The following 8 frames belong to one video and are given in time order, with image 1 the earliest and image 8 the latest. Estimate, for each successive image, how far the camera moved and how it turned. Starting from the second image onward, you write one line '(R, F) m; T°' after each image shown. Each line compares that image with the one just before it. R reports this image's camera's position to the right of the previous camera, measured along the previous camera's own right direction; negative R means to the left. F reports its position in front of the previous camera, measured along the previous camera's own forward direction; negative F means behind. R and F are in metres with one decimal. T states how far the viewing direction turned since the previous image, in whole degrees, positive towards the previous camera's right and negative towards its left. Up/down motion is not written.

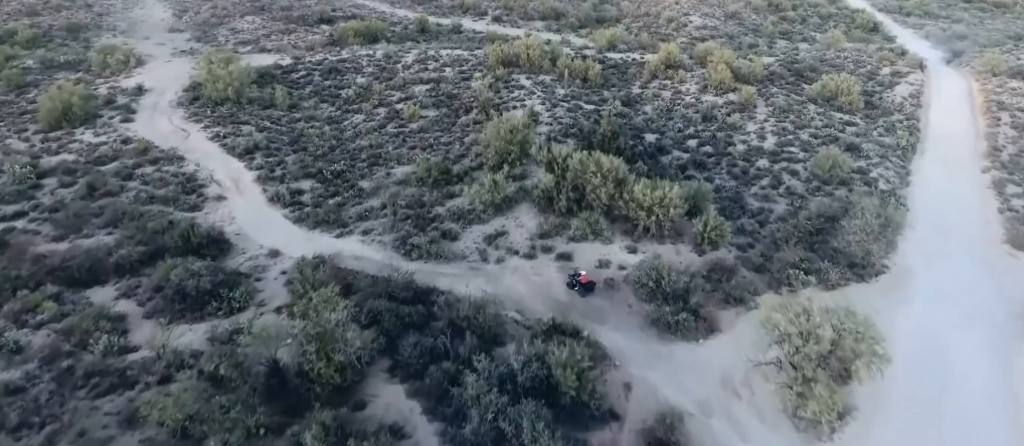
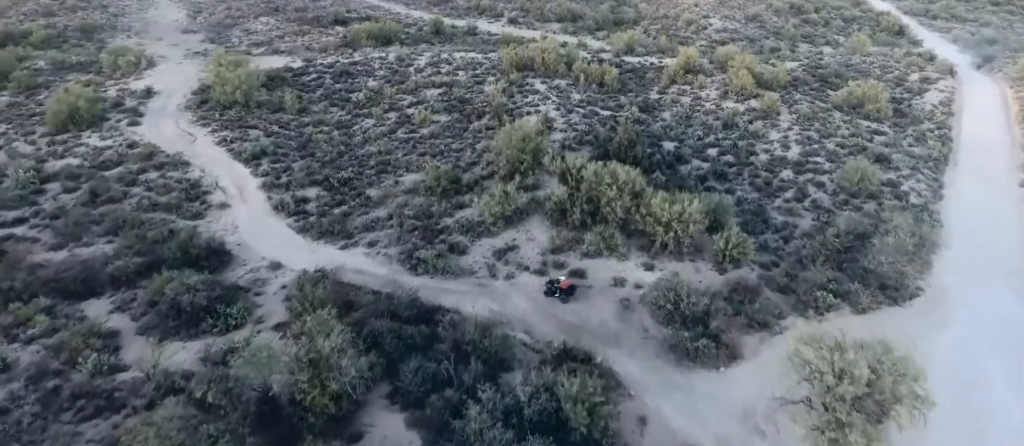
(-0.1, +2.2) m; -7°
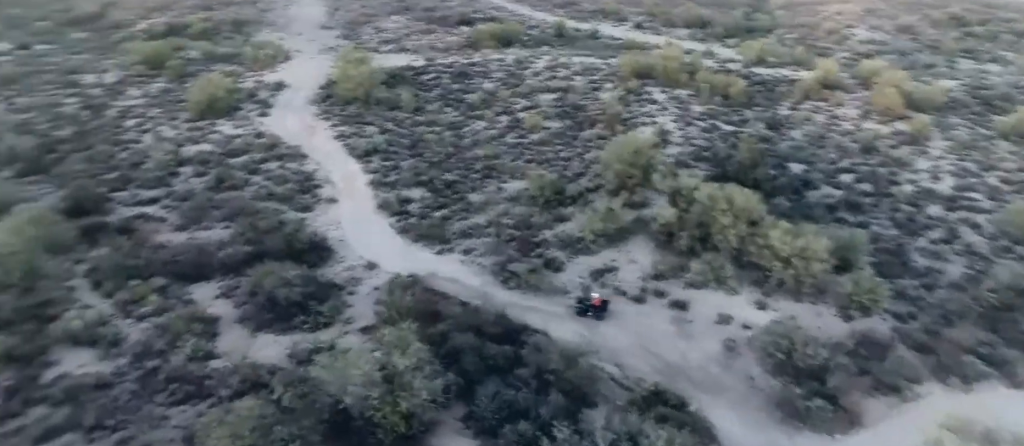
(-0.3, +2.9) m; -12°
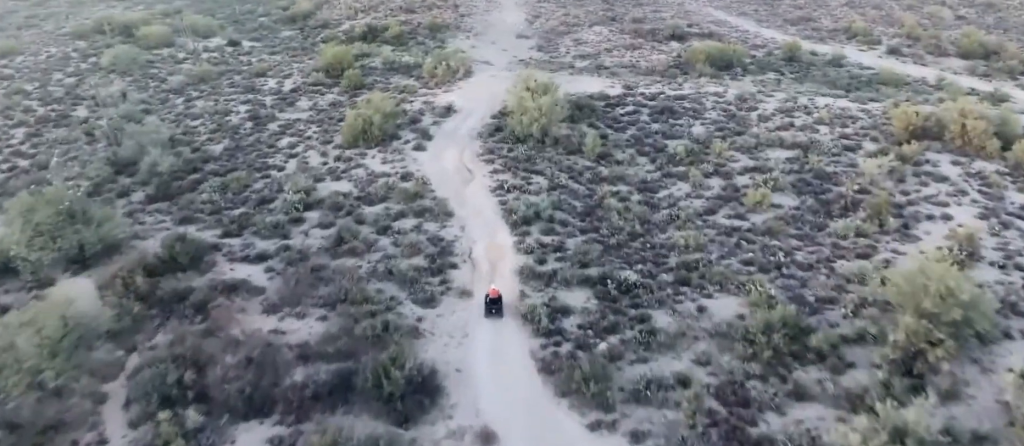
(-5.2, +25.2) m; -16°
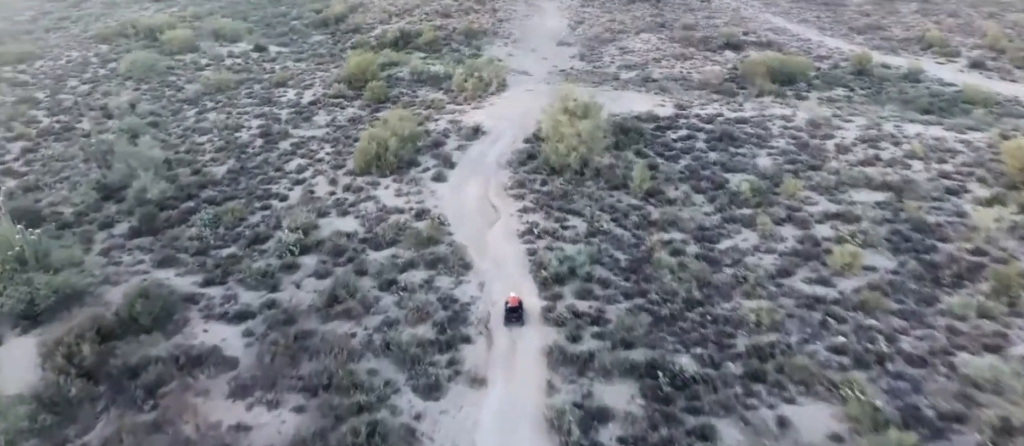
(-0.2, +9.3) m; -1°
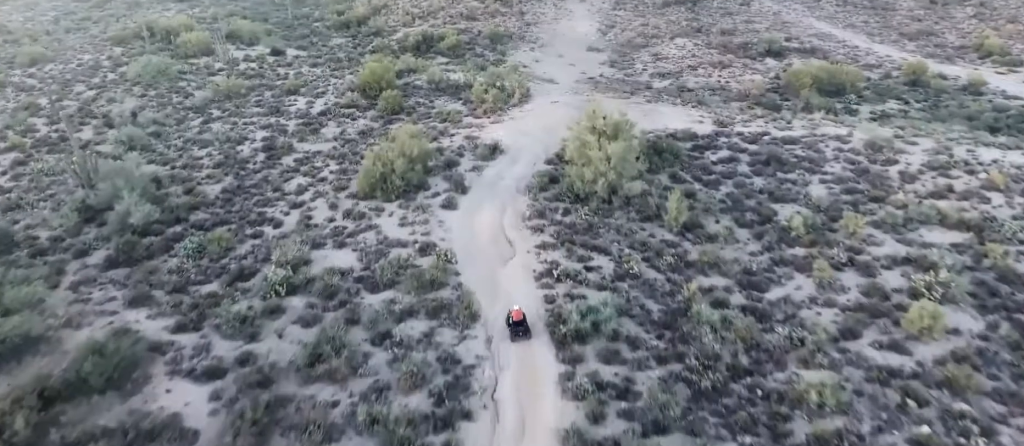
(-0.2, +5.4) m; 0°
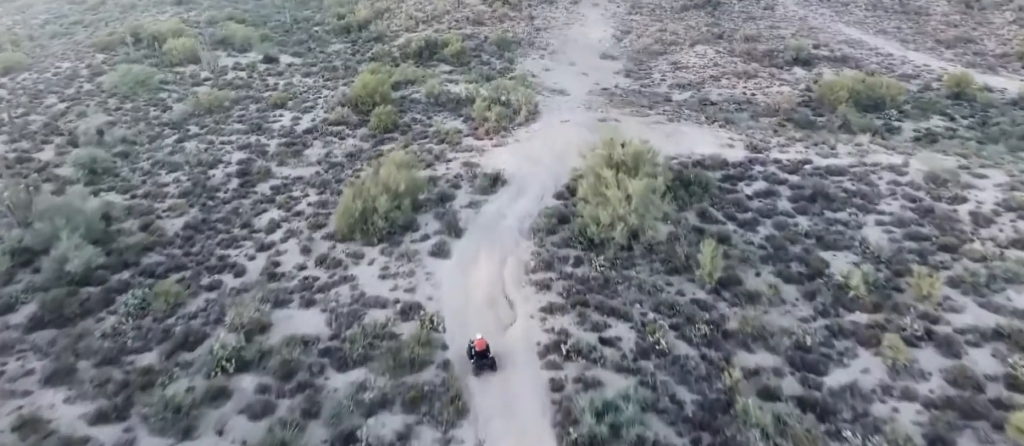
(+0.1, +5.3) m; +3°
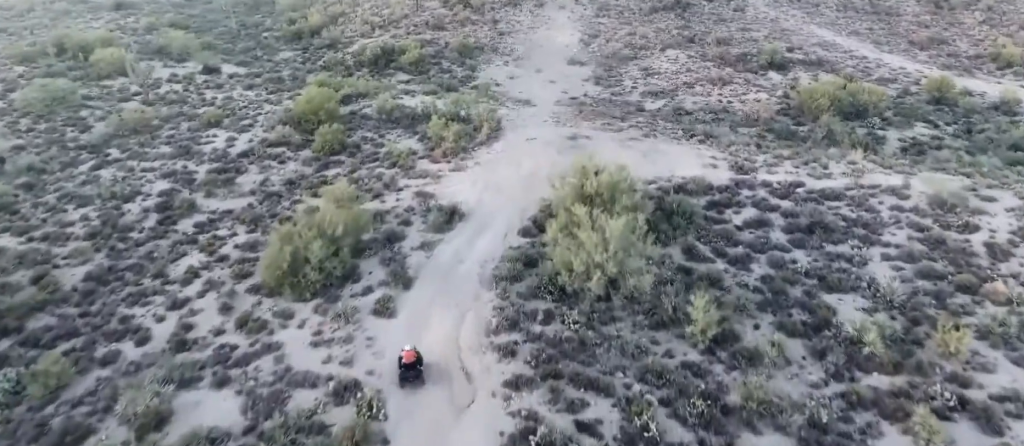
(+0.2, +4.5) m; +5°
